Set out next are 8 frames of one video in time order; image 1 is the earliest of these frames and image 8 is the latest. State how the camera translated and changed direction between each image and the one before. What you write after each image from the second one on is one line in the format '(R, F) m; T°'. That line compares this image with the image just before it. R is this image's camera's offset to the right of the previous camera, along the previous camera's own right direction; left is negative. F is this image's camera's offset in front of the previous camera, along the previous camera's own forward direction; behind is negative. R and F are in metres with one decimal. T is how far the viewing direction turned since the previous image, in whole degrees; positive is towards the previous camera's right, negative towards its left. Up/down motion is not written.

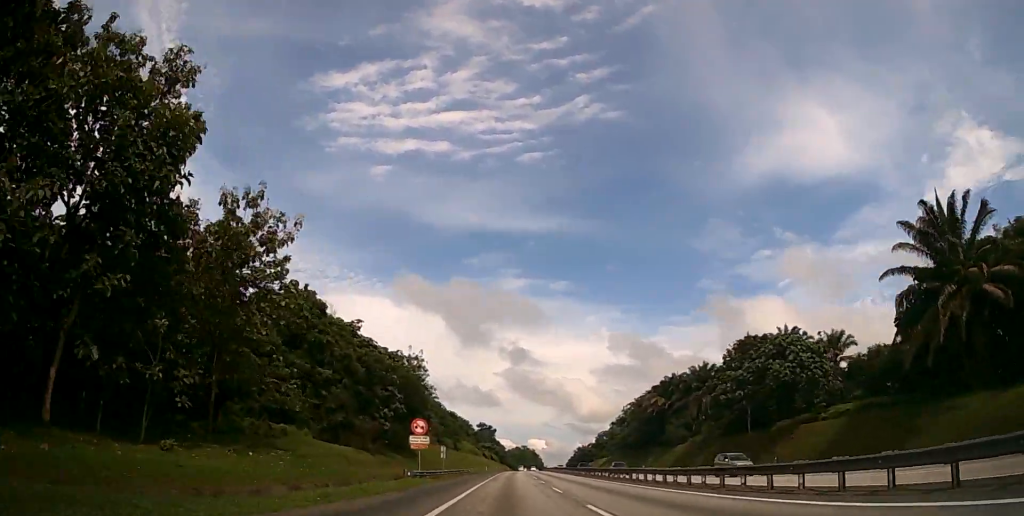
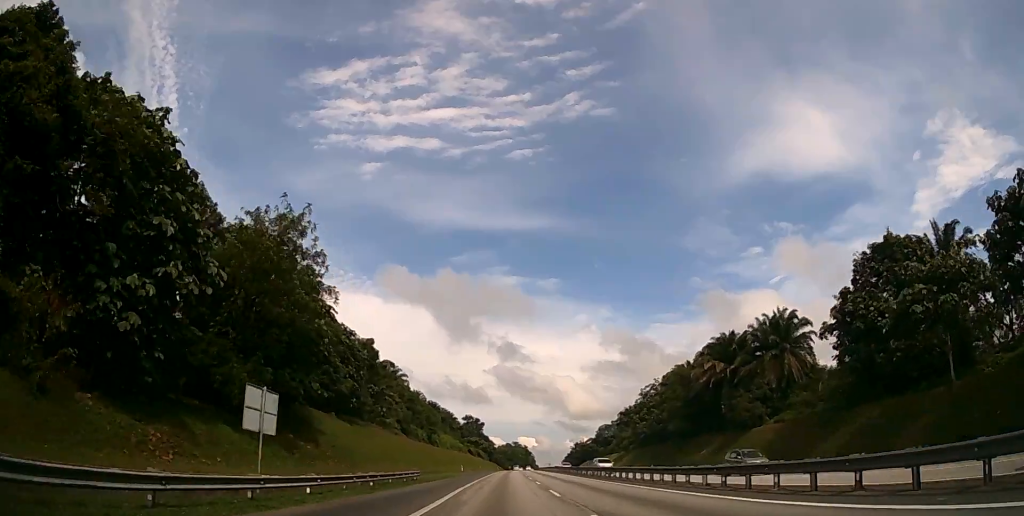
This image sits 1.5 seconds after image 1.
(+0.3, +39.6) m; +1°
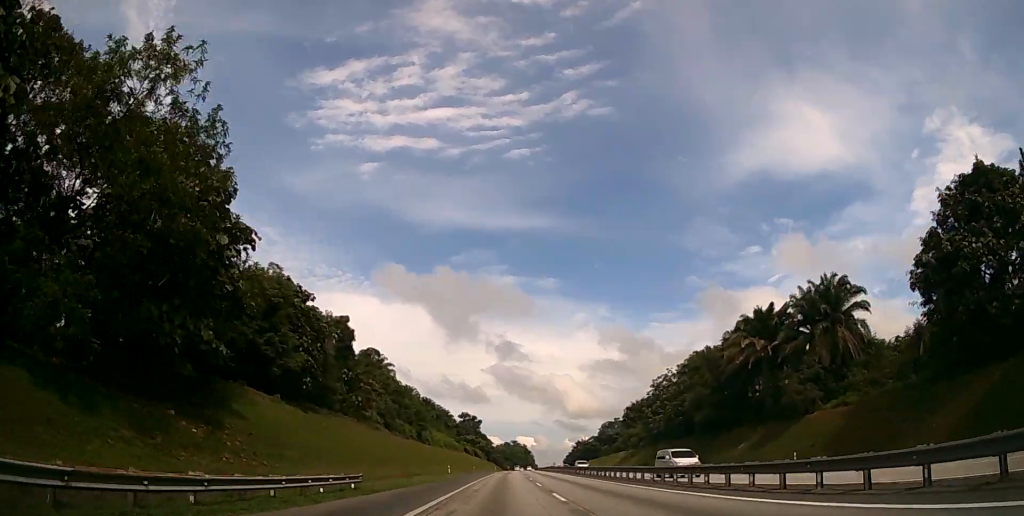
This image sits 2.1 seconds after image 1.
(+0.1, +14.6) m; 0°
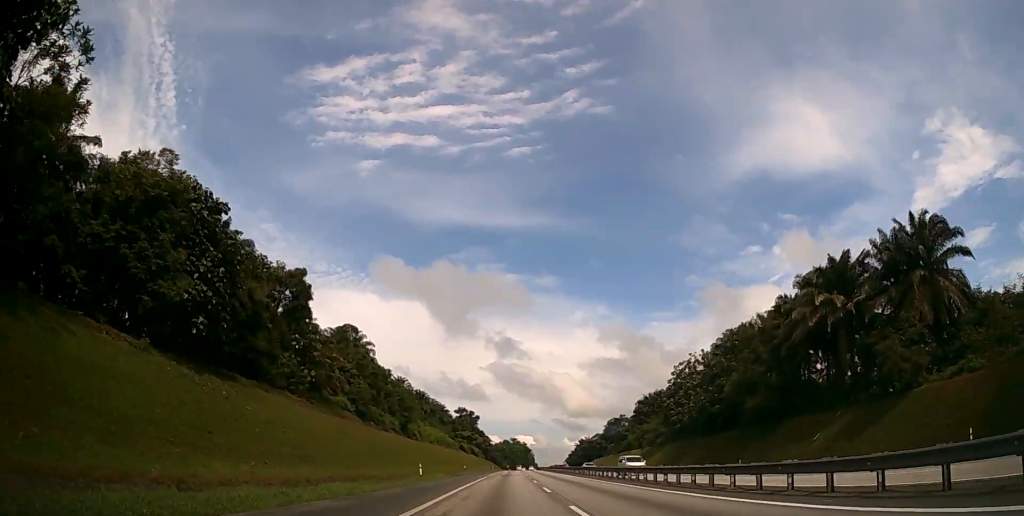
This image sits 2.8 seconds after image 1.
(+0.1, +18.8) m; 0°
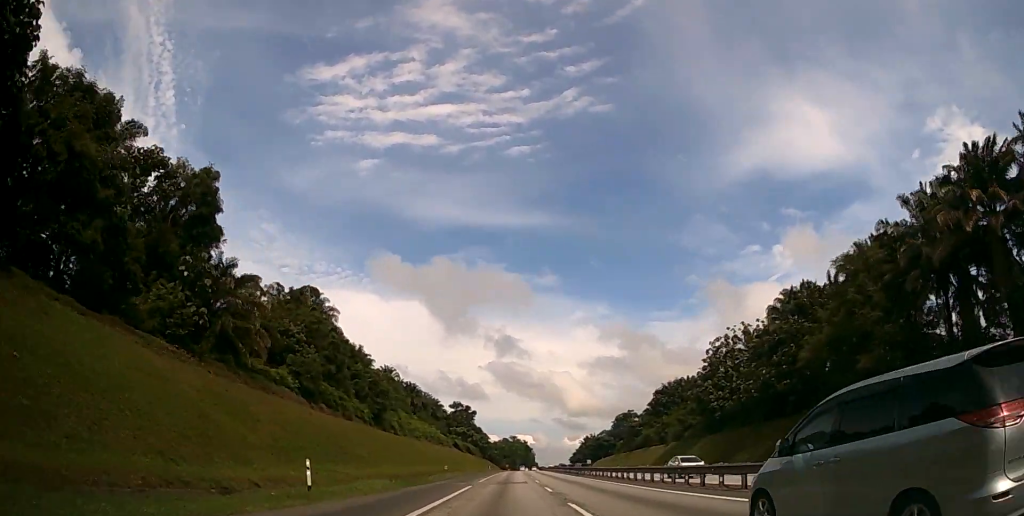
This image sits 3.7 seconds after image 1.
(0.0, +23.0) m; 0°
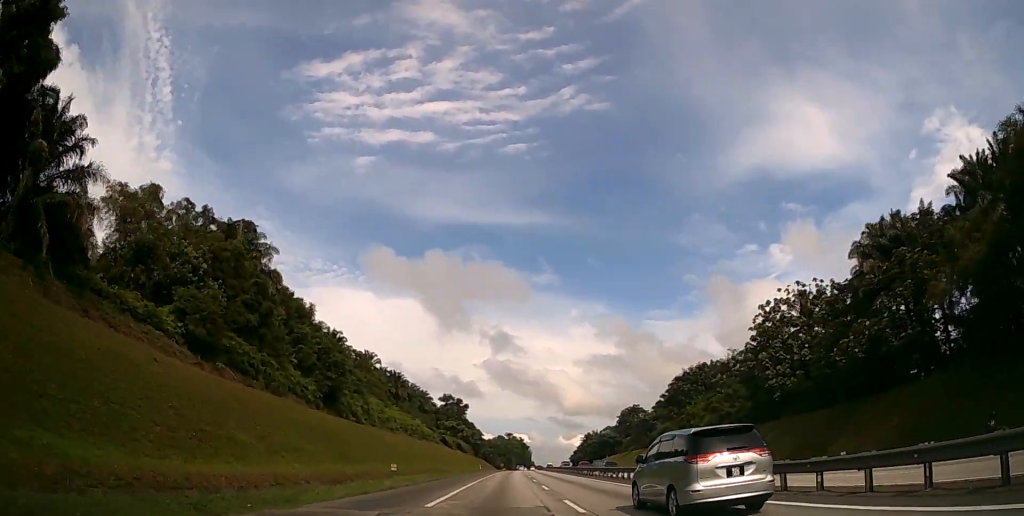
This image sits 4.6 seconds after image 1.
(+0.1, +23.0) m; 0°
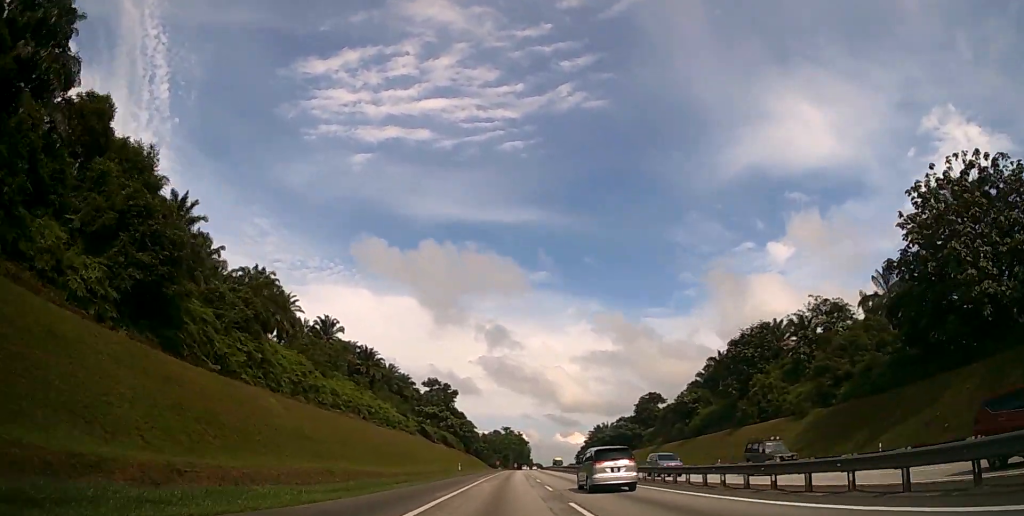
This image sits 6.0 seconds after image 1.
(+0.1, +37.6) m; 0°
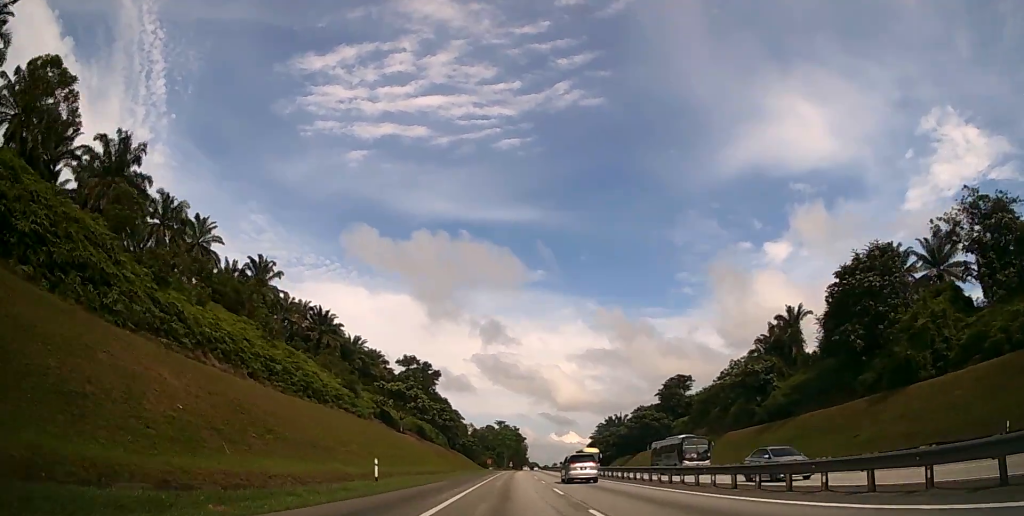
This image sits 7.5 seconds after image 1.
(+0.1, +38.7) m; 0°
